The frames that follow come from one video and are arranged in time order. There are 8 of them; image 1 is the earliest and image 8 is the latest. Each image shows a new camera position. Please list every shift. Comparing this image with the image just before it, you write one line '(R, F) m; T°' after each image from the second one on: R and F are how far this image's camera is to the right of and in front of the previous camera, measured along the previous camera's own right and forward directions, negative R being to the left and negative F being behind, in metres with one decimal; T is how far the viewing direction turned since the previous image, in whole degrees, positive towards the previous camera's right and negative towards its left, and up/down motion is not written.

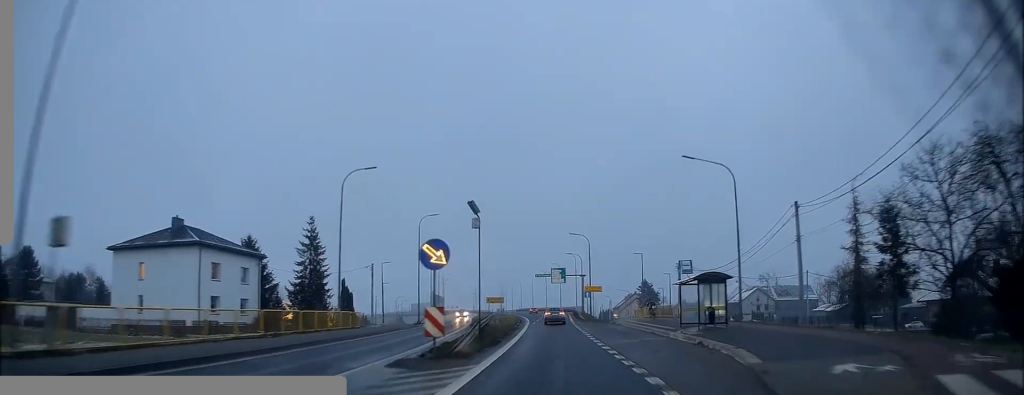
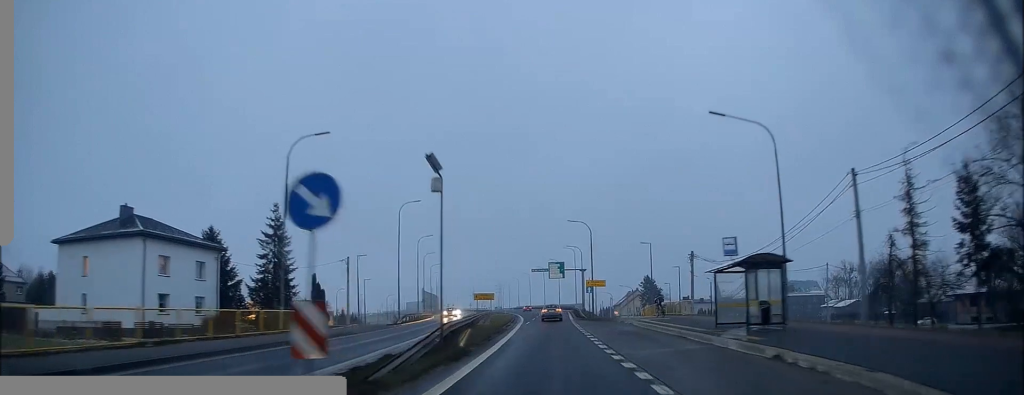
(0.0, +7.7) m; -1°
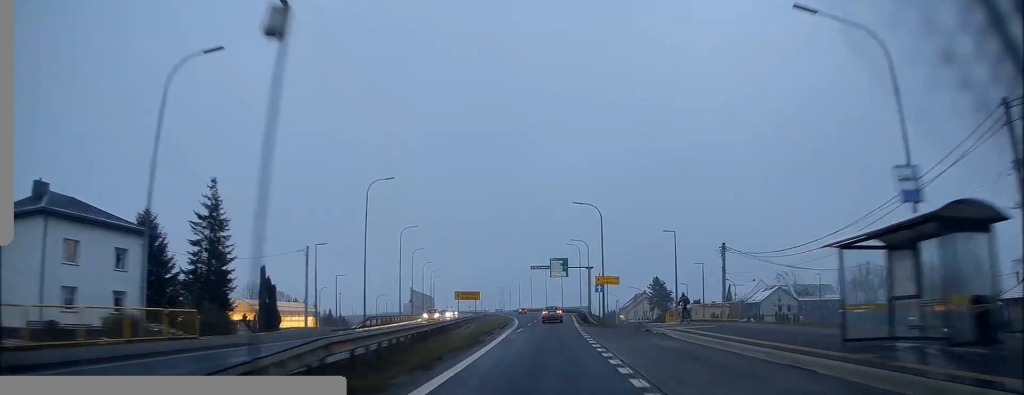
(-0.3, +11.3) m; -1°
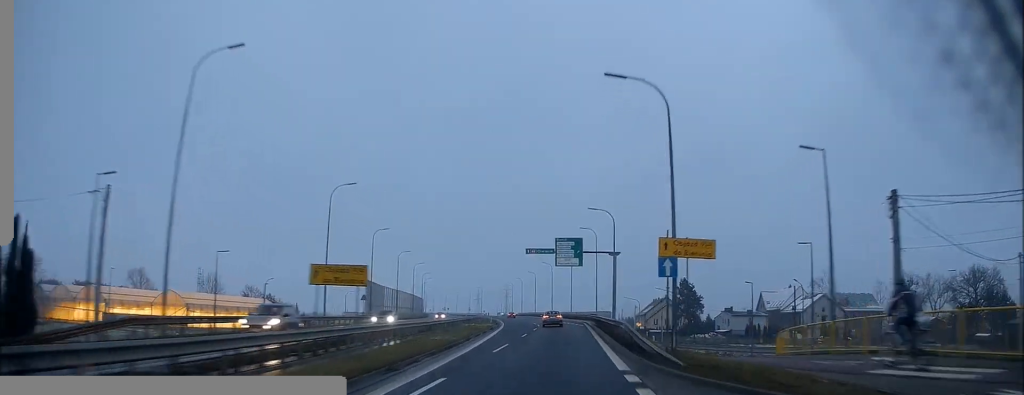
(+0.2, +26.8) m; +1°
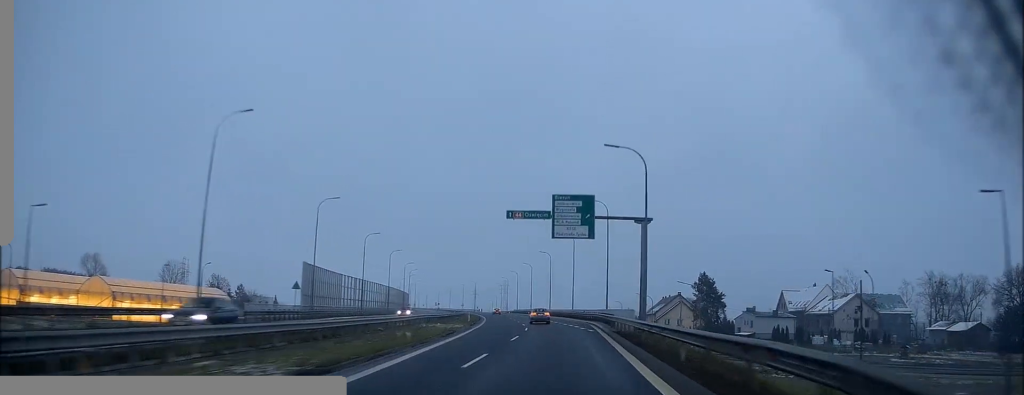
(0.0, +18.6) m; 0°
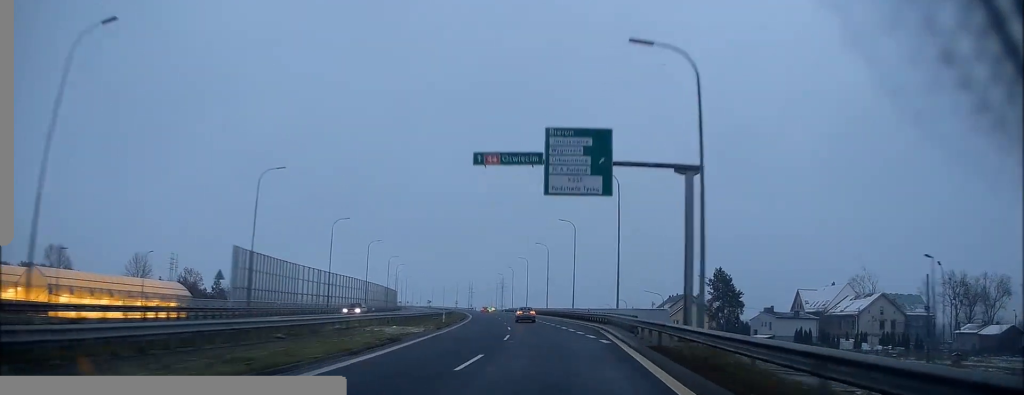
(-0.2, +12.7) m; 0°
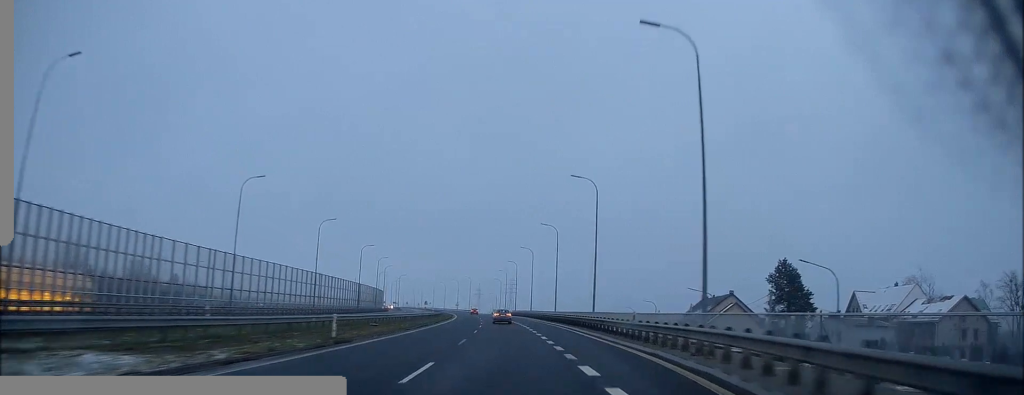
(0.0, +26.3) m; -1°
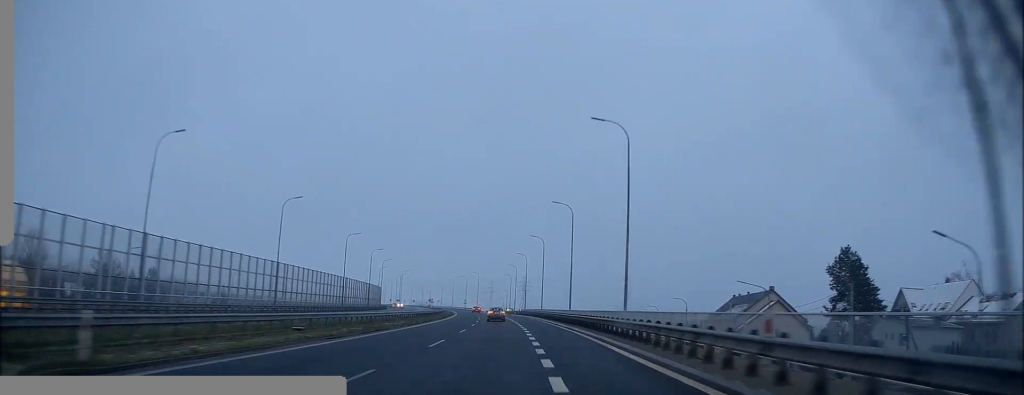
(-0.2, +14.7) m; -1°
